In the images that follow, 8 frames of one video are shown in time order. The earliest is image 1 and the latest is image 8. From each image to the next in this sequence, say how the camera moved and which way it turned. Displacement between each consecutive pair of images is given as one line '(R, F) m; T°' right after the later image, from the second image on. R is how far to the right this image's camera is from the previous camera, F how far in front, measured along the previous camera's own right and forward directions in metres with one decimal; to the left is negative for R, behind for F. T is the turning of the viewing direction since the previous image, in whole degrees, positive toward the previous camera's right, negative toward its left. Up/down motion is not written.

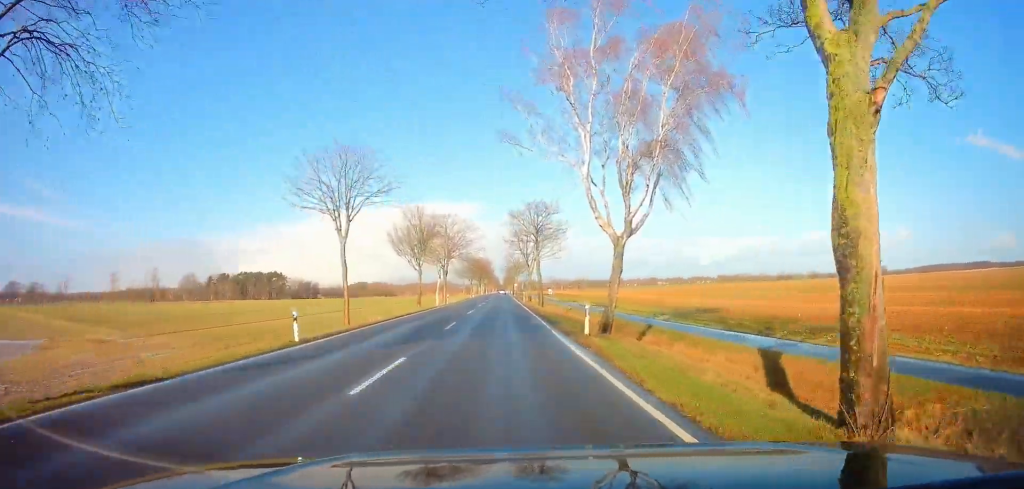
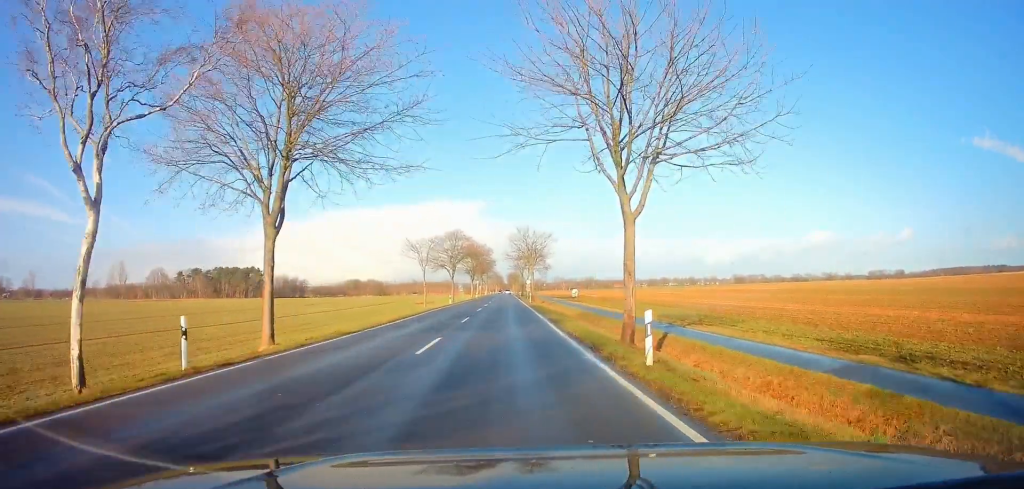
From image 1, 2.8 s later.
(-0.4, +54.7) m; -1°
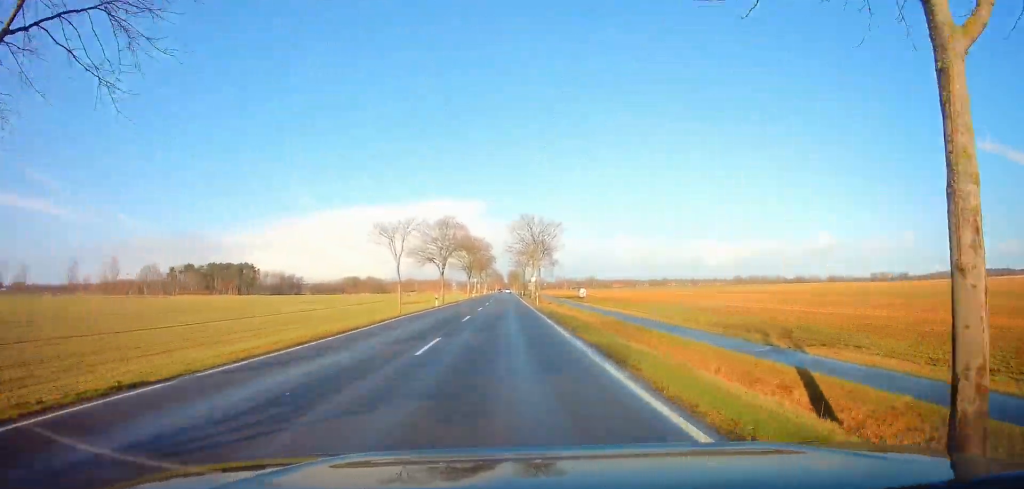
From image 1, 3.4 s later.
(0.0, +12.6) m; 0°
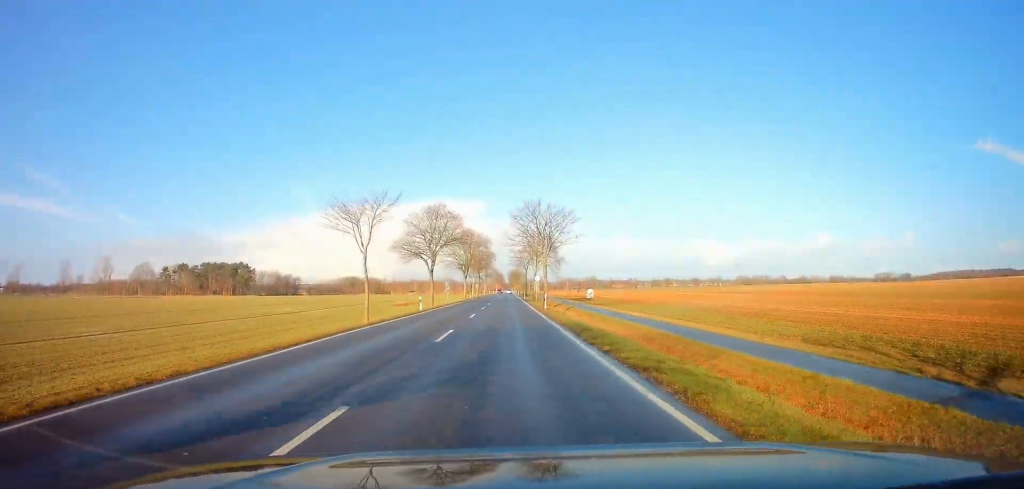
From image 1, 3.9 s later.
(+0.1, +9.4) m; 0°
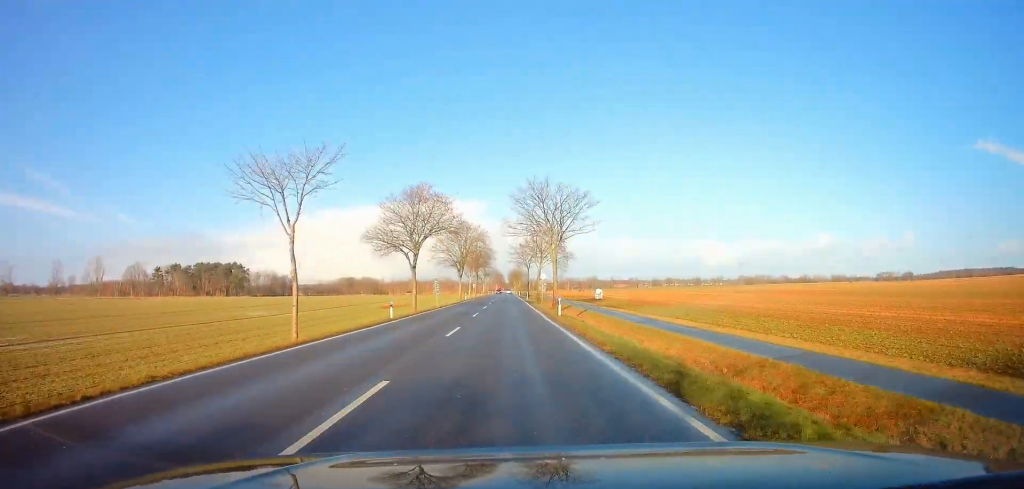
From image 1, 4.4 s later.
(0.0, +10.3) m; 0°
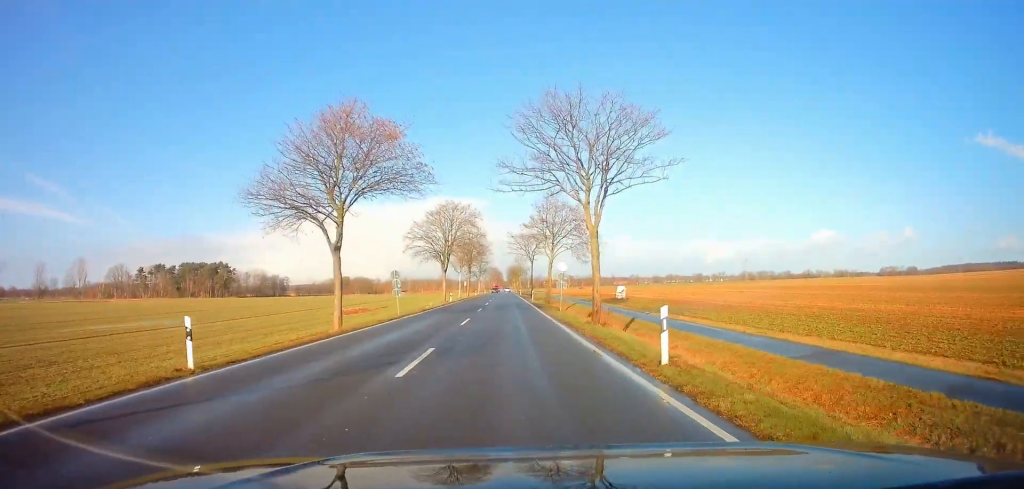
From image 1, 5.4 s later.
(0.0, +19.7) m; 0°
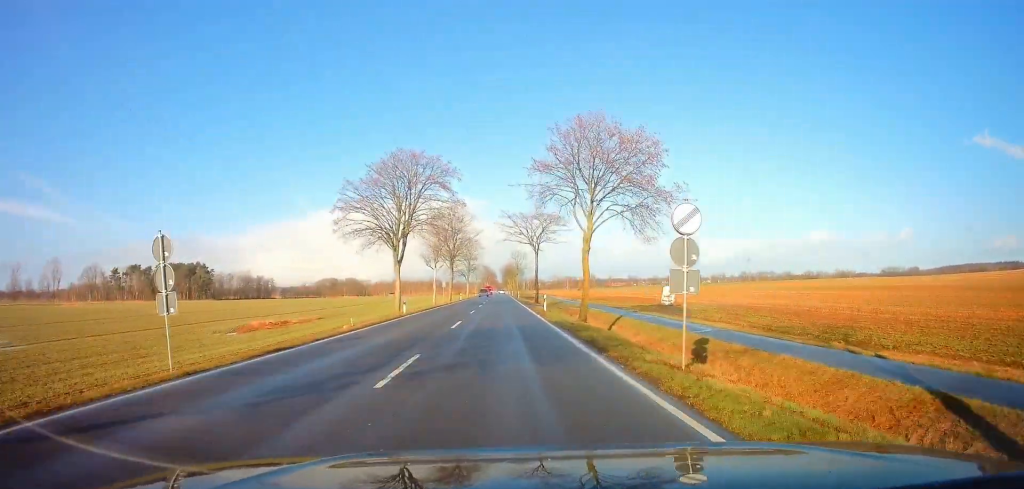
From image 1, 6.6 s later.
(0.0, +25.3) m; 0°
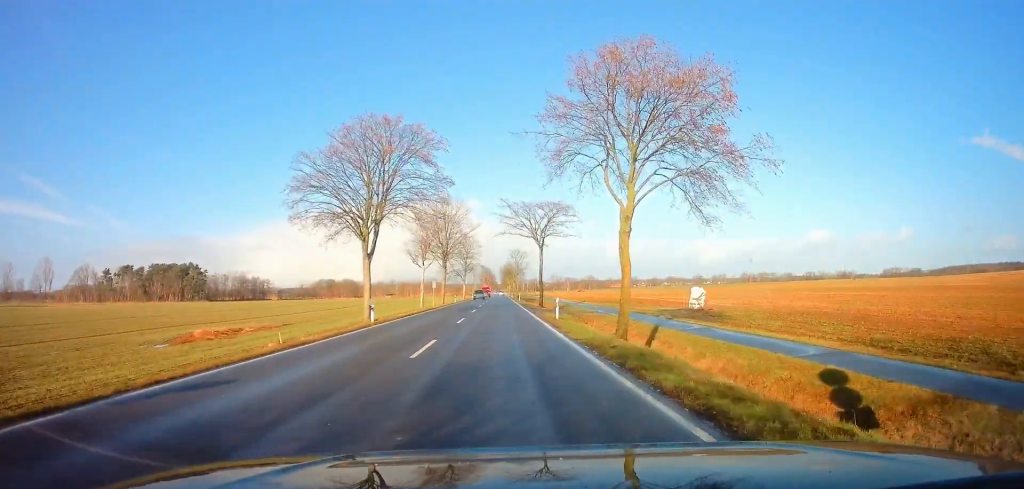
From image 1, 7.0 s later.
(0.0, +8.5) m; 0°
